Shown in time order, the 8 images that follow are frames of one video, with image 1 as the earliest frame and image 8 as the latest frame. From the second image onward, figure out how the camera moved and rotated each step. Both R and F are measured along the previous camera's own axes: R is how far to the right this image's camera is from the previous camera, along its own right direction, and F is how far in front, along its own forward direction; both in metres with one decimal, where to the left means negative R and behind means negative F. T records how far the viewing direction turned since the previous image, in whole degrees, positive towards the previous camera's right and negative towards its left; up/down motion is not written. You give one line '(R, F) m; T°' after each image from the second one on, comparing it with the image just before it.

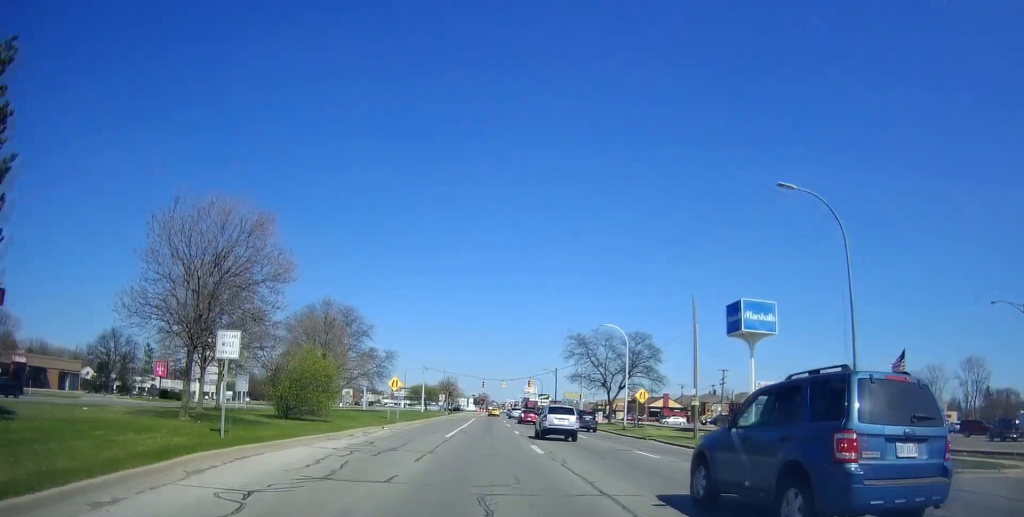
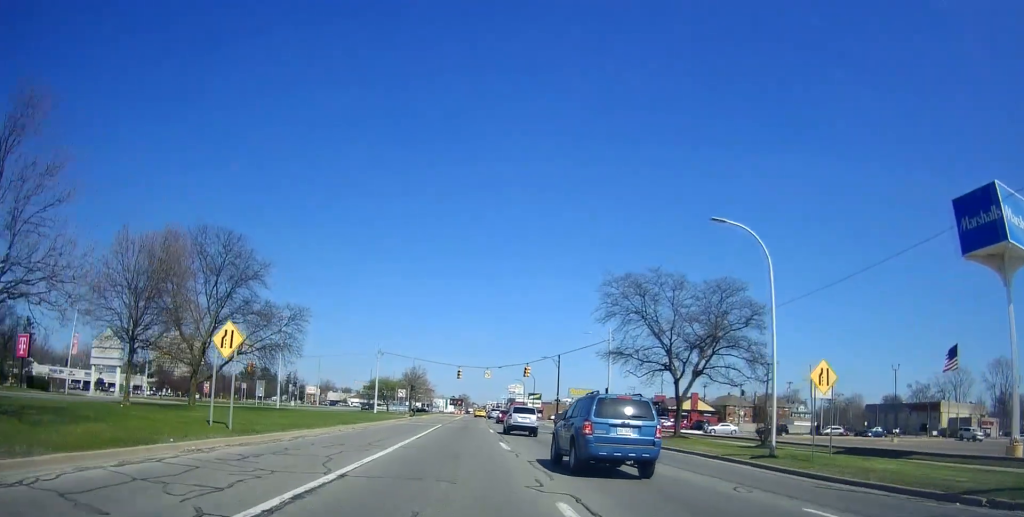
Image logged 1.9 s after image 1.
(0.0, +29.1) m; +2°
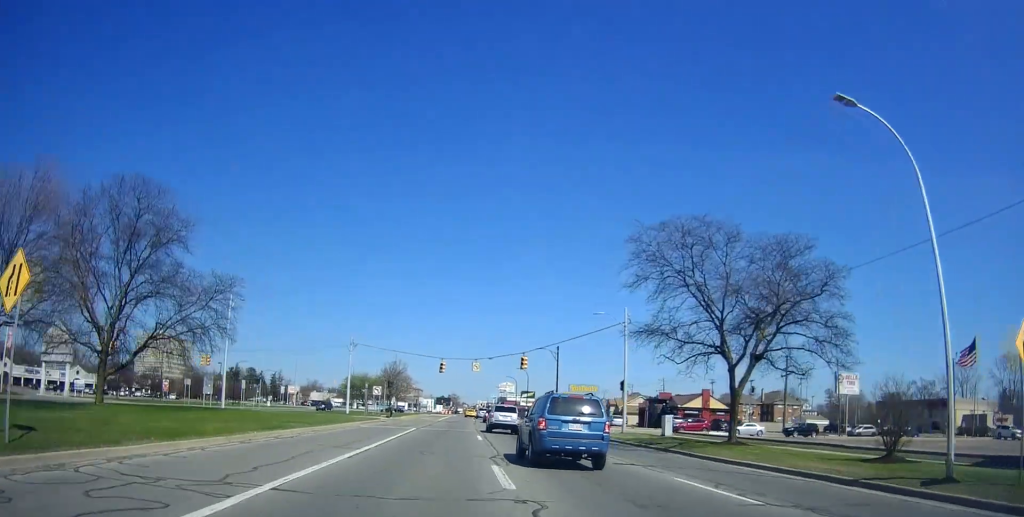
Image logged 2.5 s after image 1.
(+0.1, +10.2) m; +2°
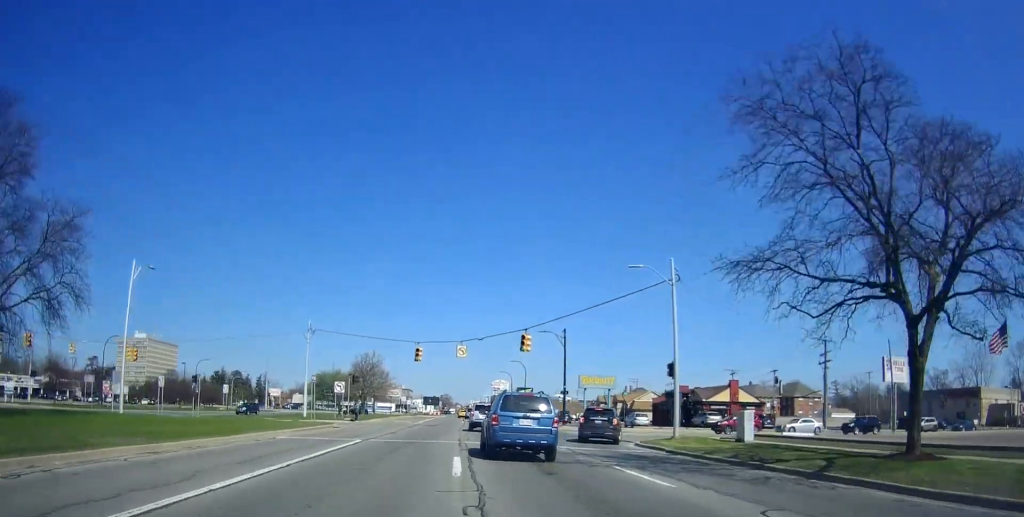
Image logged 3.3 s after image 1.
(+0.2, +13.6) m; +1°
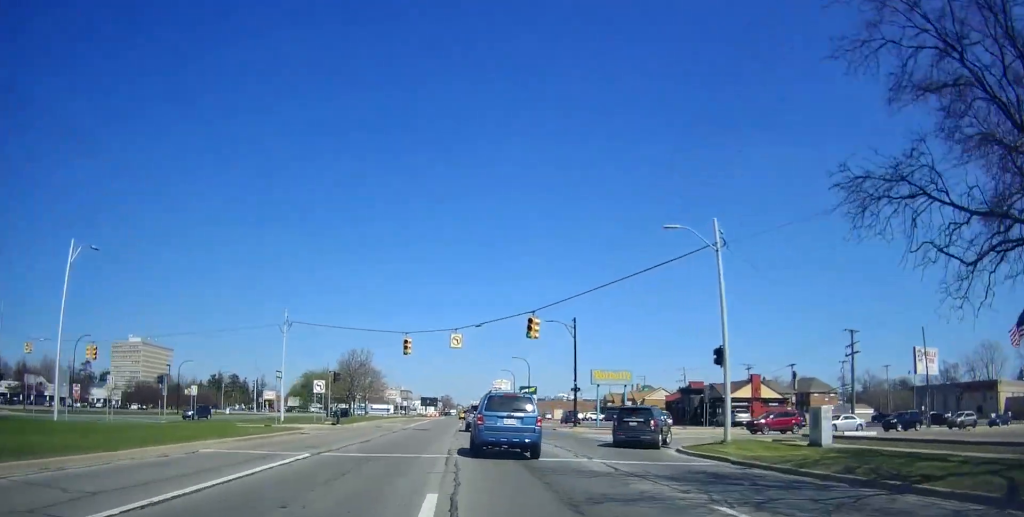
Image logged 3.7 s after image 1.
(+0.3, +6.6) m; 0°
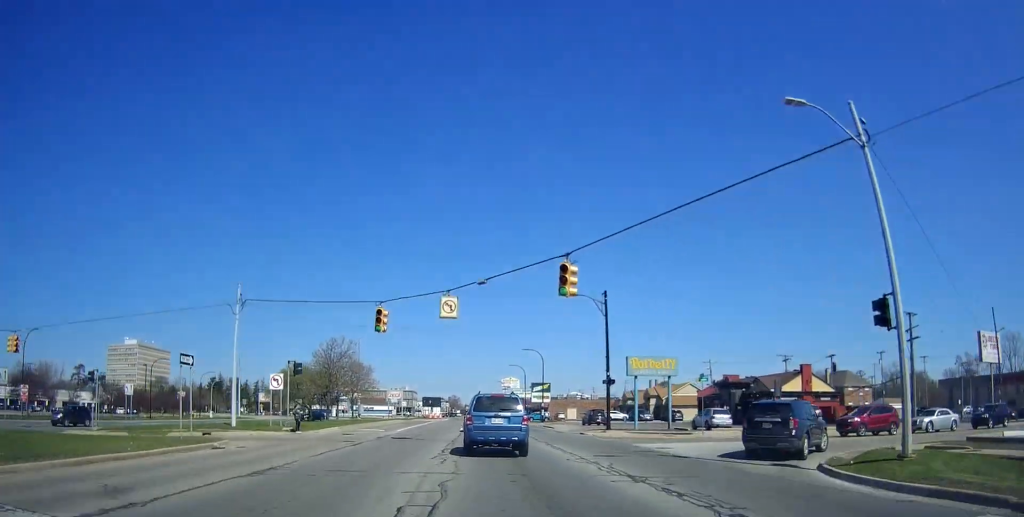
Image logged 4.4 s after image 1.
(-0.2, +11.1) m; -1°
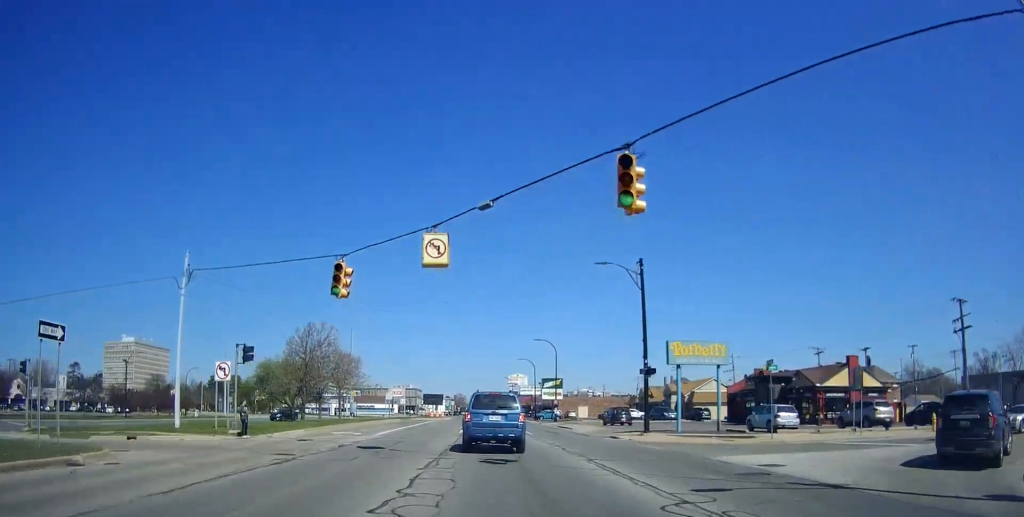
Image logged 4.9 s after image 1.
(-0.2, +8.3) m; -1°
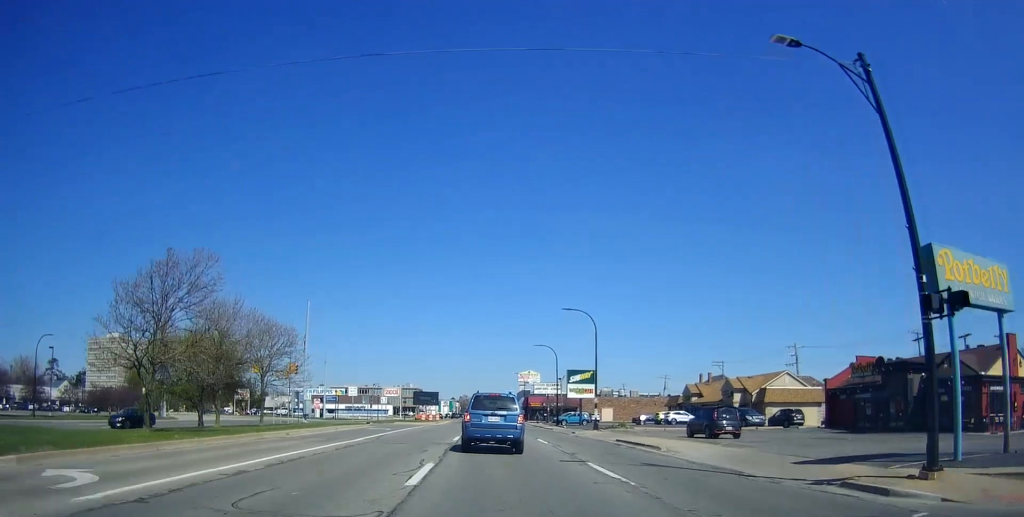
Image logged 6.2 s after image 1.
(-0.2, +21.7) m; -2°
